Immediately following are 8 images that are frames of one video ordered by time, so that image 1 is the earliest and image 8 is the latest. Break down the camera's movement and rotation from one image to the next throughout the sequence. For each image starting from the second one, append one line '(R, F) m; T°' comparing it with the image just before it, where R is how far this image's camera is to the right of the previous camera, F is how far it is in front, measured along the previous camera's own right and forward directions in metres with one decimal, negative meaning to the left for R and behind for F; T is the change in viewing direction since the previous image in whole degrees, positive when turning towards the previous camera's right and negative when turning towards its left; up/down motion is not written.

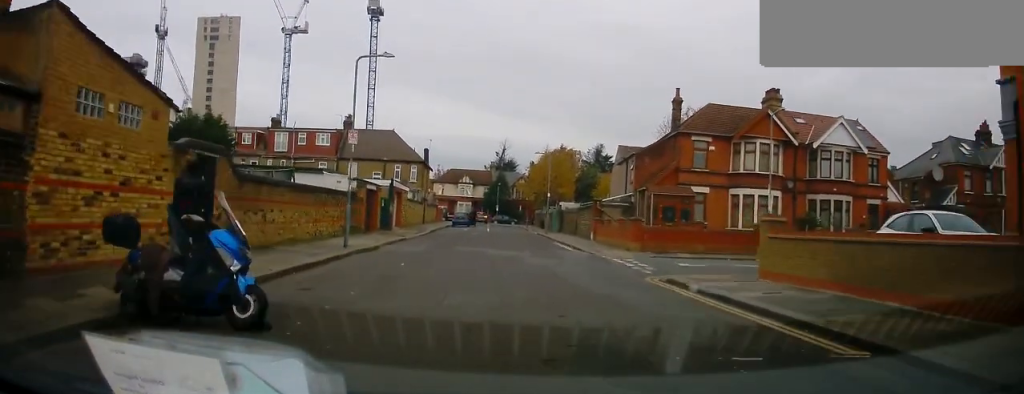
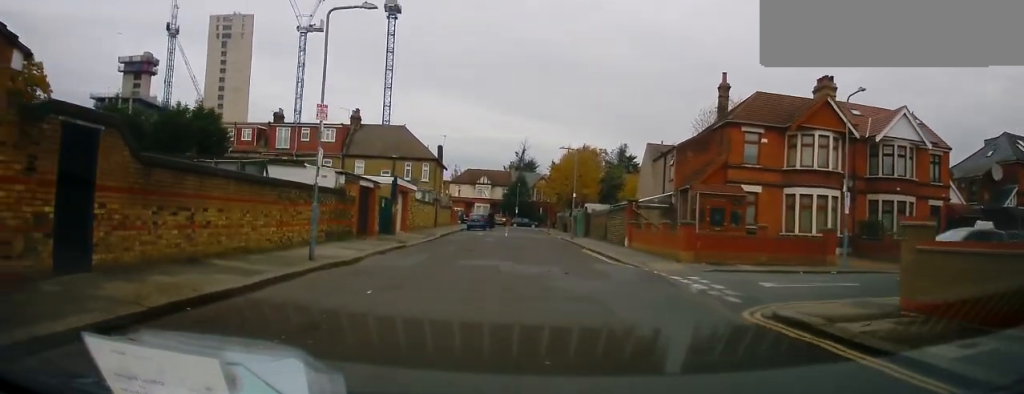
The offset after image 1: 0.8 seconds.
(0.0, +4.9) m; -3°
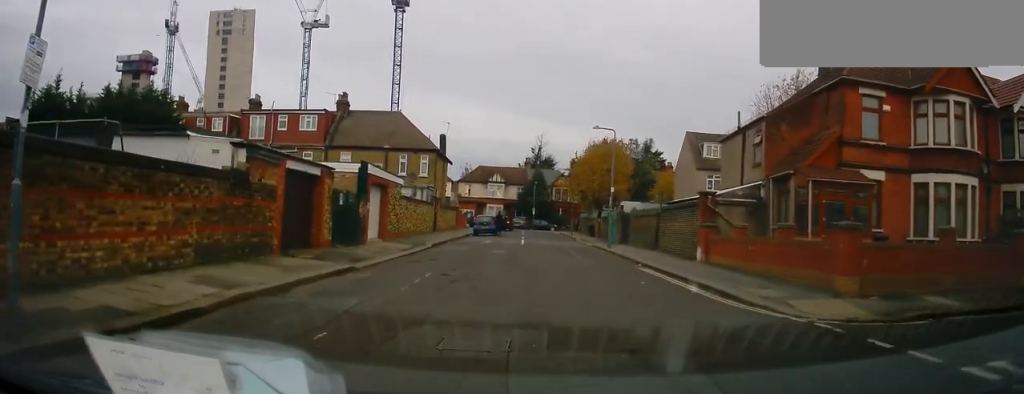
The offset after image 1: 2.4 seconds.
(-0.5, +9.5) m; 0°
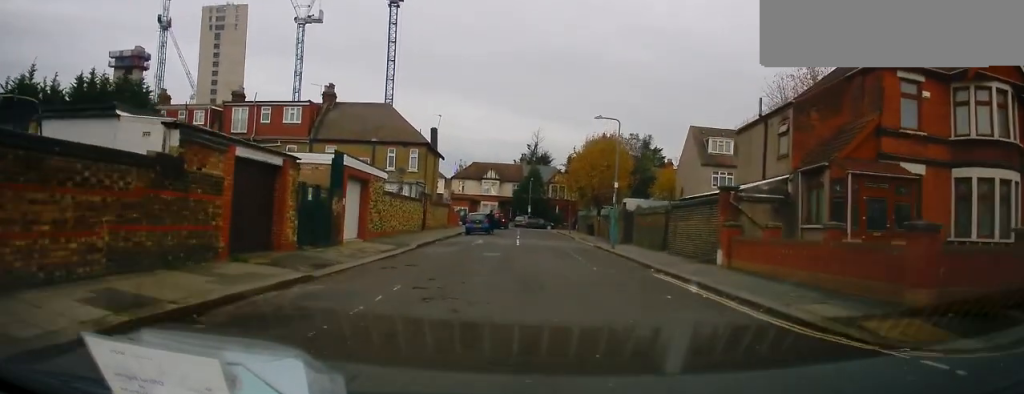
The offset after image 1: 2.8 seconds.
(0.0, +2.7) m; +1°
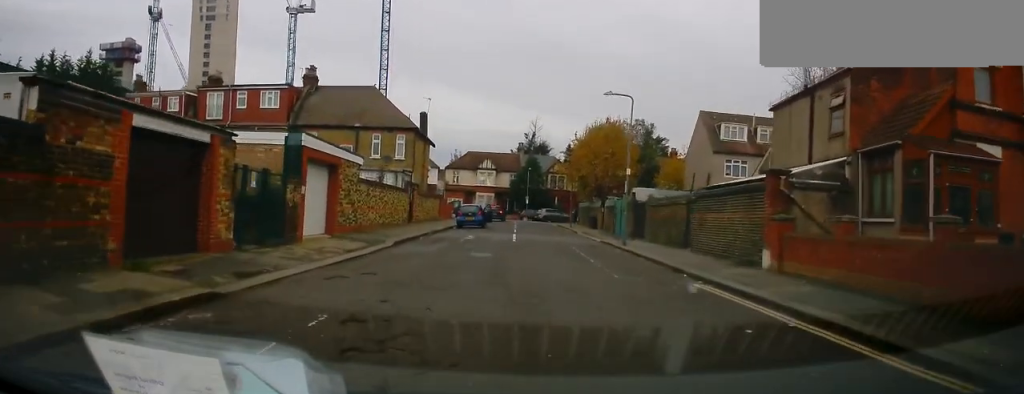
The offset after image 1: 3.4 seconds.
(+0.3, +3.9) m; 0°
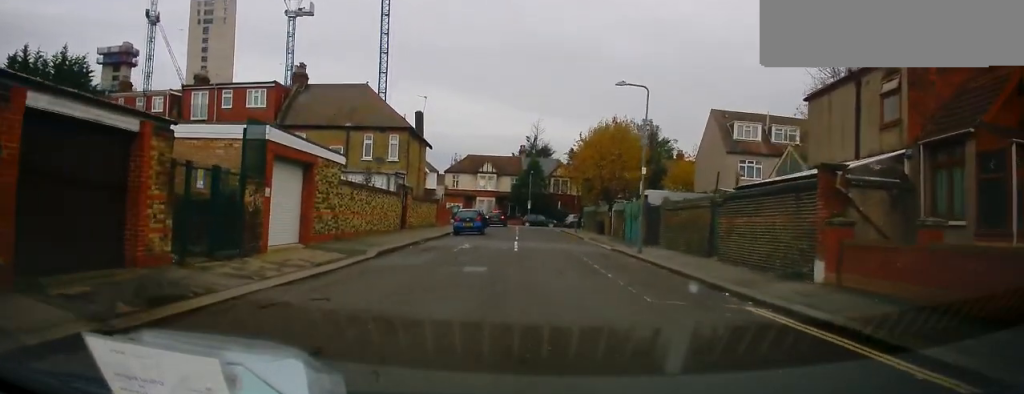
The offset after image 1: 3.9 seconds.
(-0.1, +2.8) m; 0°
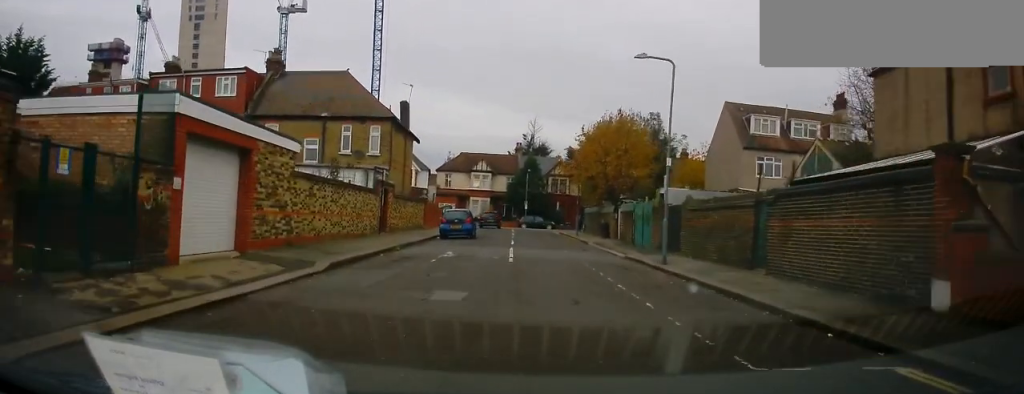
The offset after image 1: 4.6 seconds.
(-0.2, +4.3) m; -1°
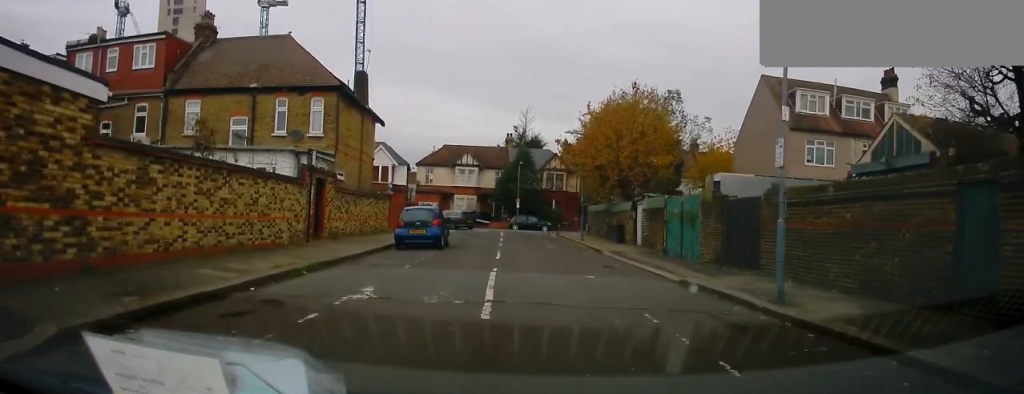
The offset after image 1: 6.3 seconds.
(+0.1, +8.9) m; -1°
